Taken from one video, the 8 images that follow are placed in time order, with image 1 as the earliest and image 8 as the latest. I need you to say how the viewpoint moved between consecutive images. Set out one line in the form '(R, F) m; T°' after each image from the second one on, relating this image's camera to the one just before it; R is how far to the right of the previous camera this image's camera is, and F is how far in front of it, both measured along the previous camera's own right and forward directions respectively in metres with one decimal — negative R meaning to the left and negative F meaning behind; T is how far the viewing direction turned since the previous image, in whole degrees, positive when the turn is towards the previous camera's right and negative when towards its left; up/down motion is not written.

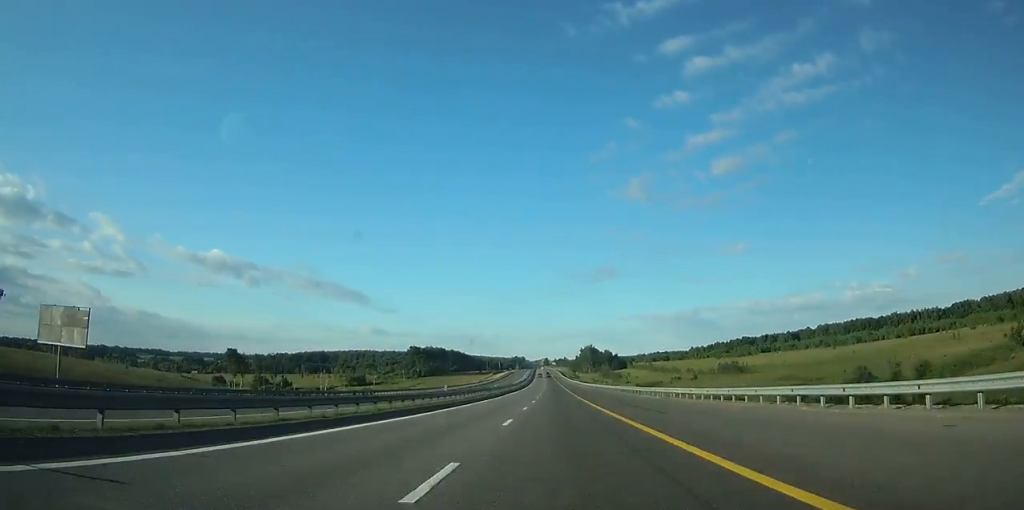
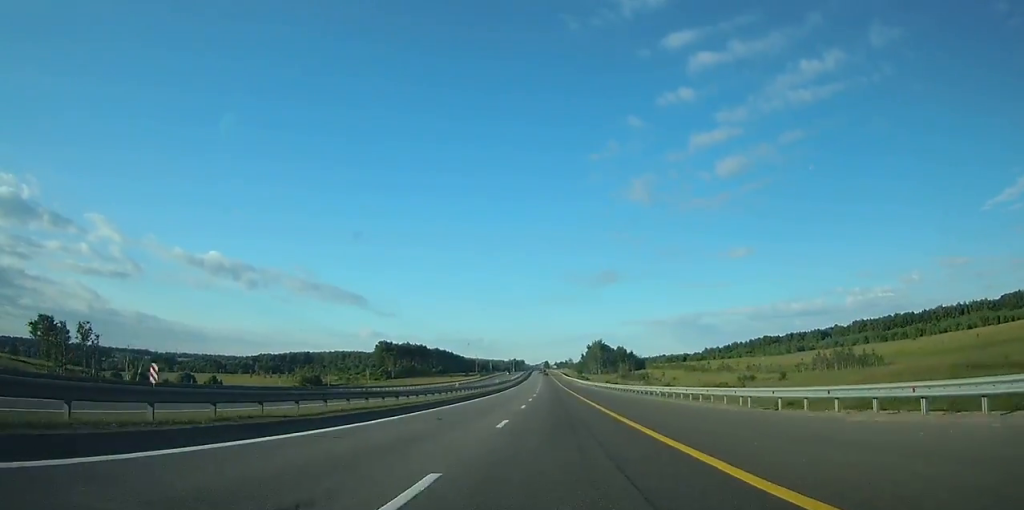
(-0.1, +67.9) m; 0°
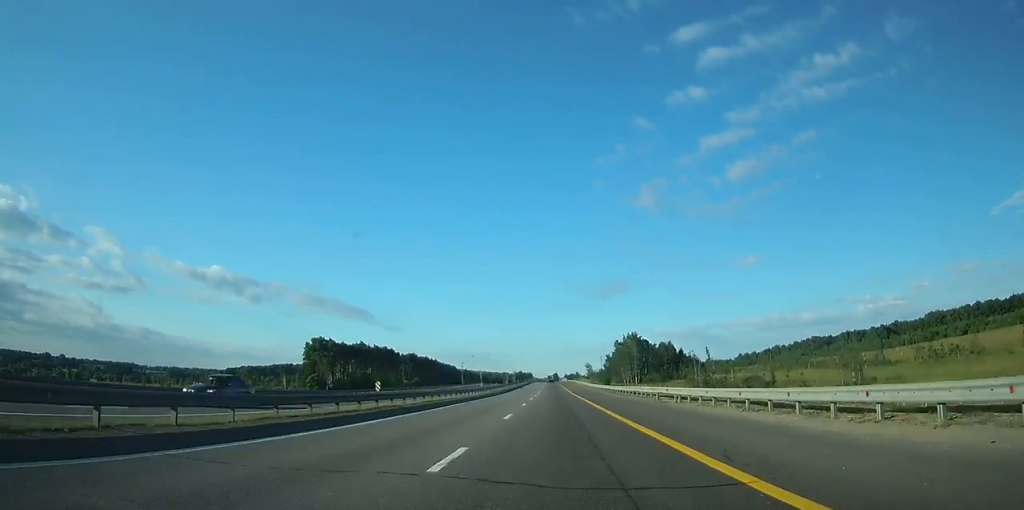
(-0.2, +103.3) m; -1°
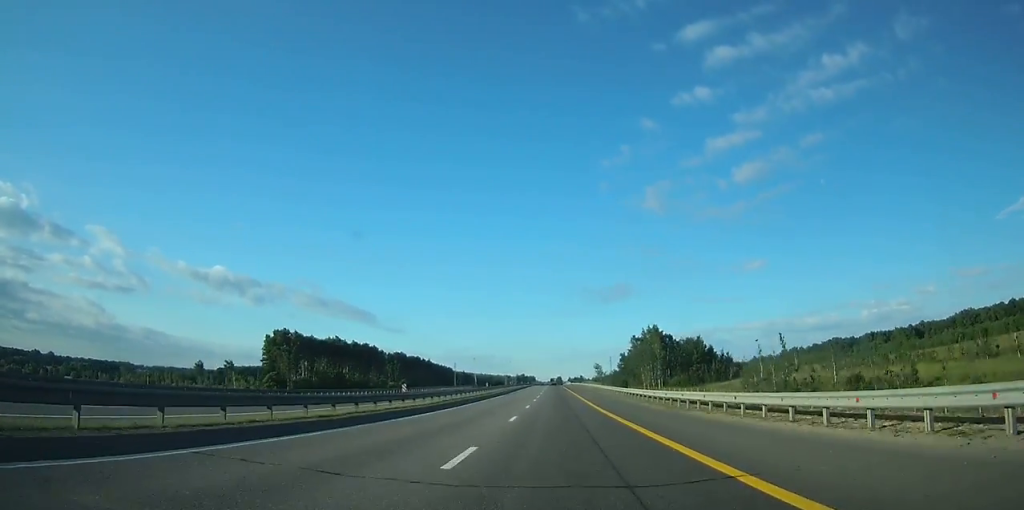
(-0.2, +35.4) m; 0°
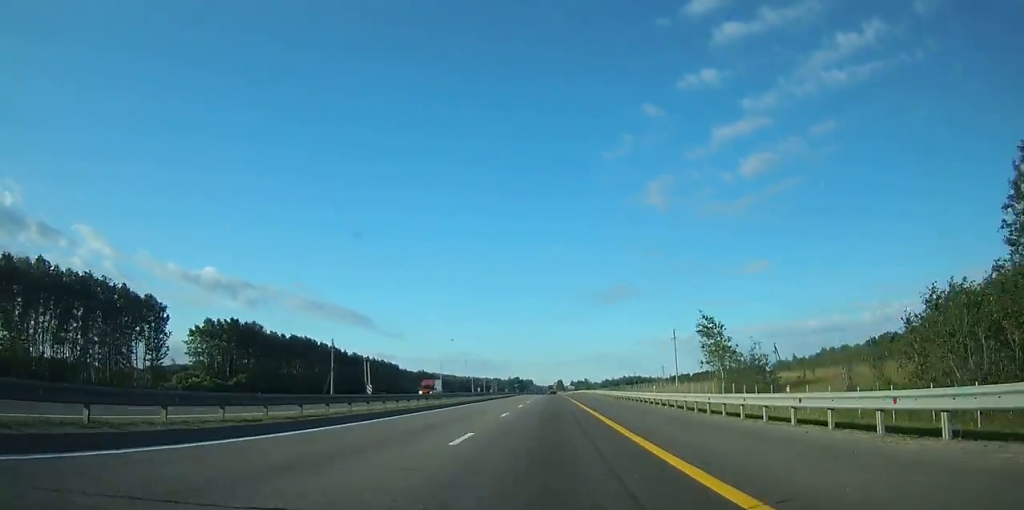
(-0.3, +159.4) m; 0°
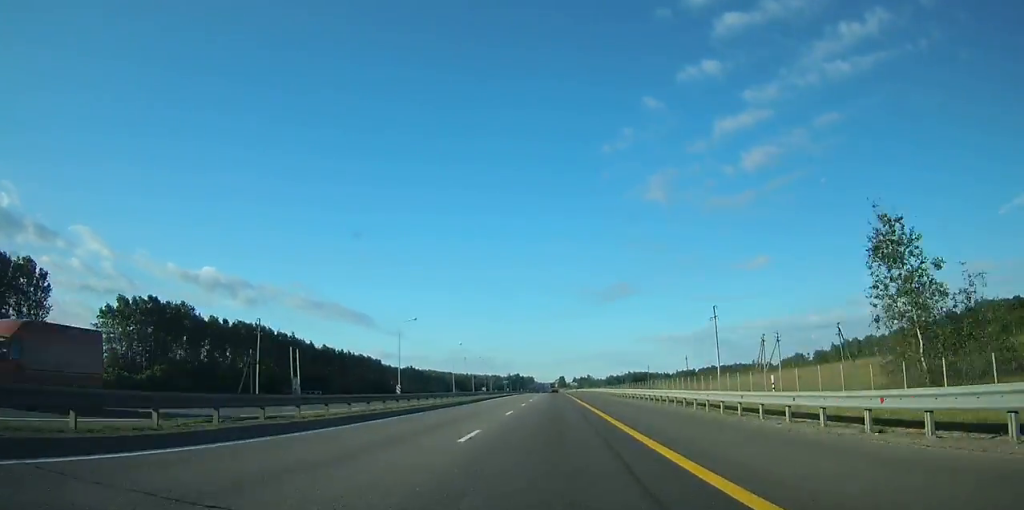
(-0.1, +33.9) m; 0°
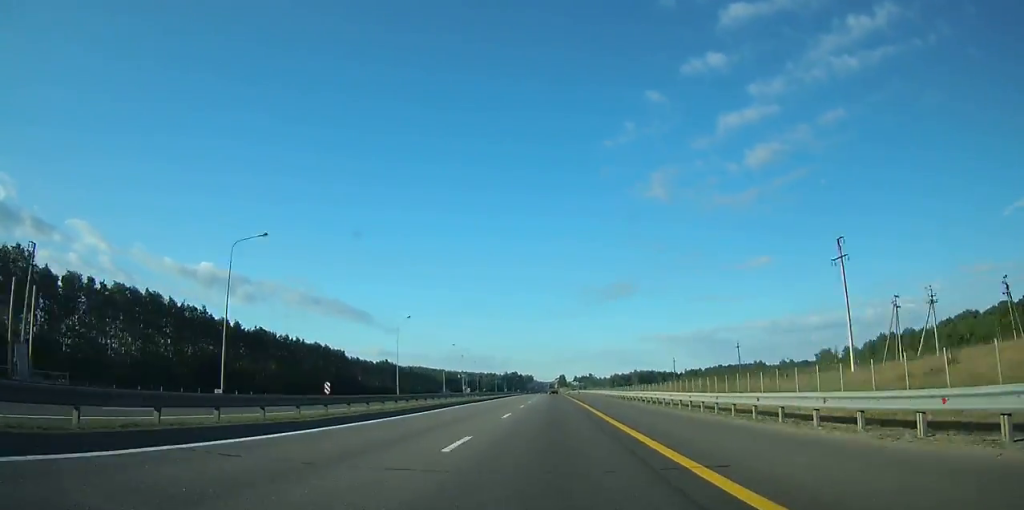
(-0.1, +48.4) m; 0°
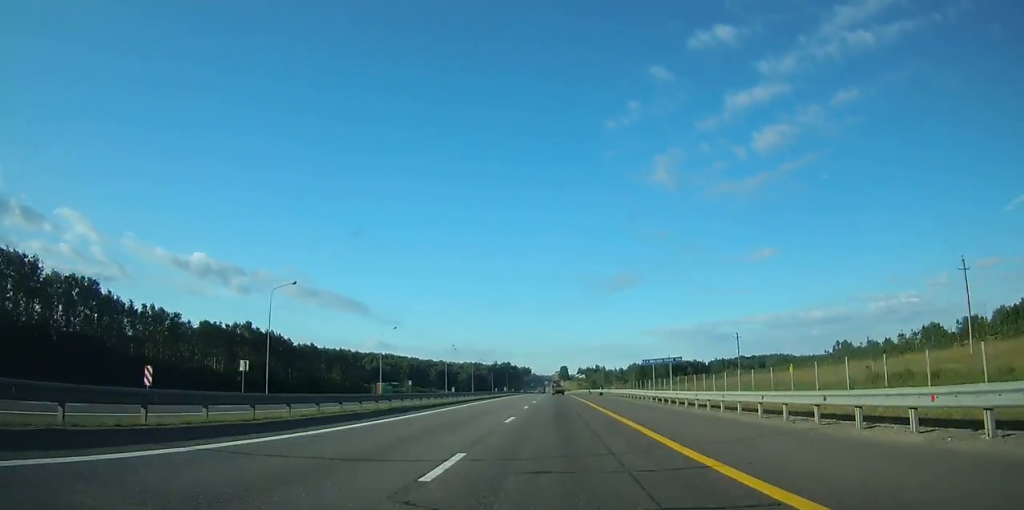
(+0.1, +134.8) m; 0°
